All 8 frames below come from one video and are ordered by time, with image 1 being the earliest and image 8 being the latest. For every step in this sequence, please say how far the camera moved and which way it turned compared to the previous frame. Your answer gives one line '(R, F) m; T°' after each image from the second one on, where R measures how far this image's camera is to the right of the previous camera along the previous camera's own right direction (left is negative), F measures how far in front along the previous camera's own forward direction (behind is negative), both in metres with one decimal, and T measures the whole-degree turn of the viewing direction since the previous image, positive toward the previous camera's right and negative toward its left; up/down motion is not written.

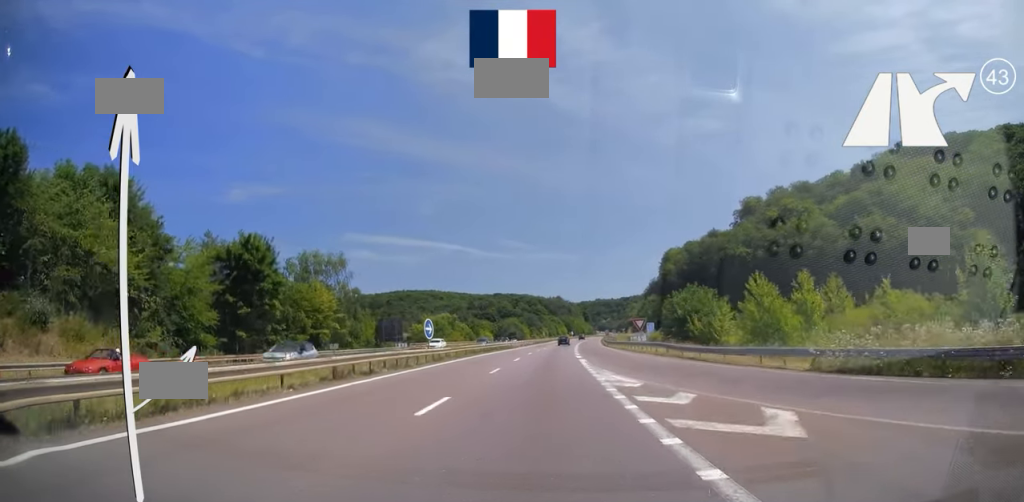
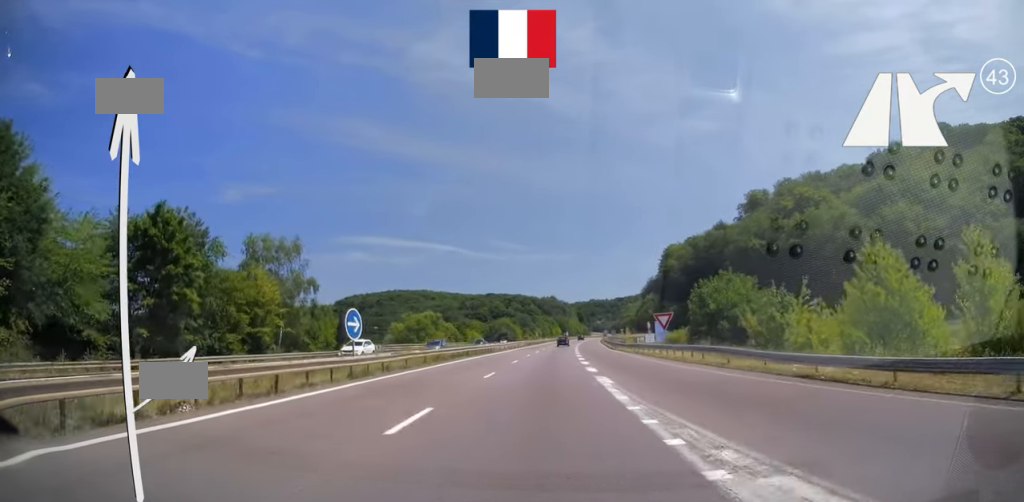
(+0.1, +14.3) m; 0°
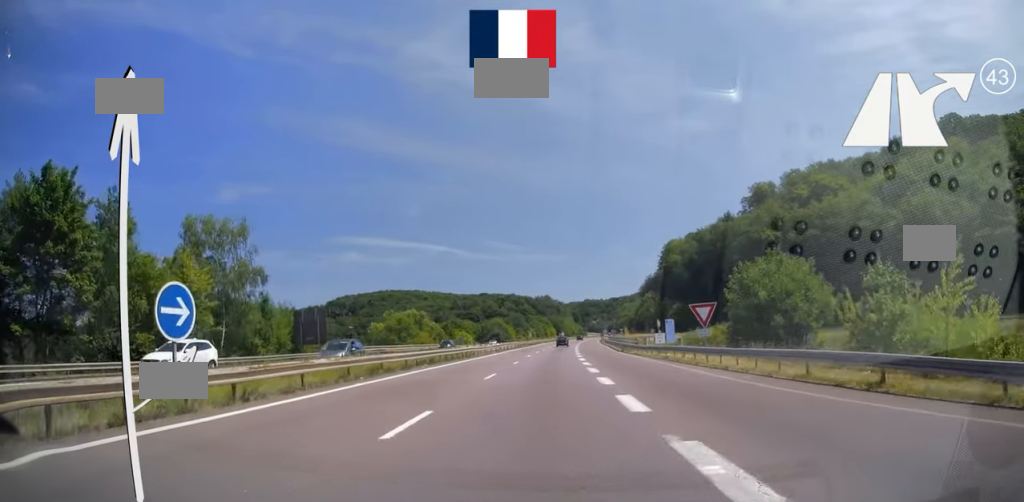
(-0.1, +12.3) m; 0°
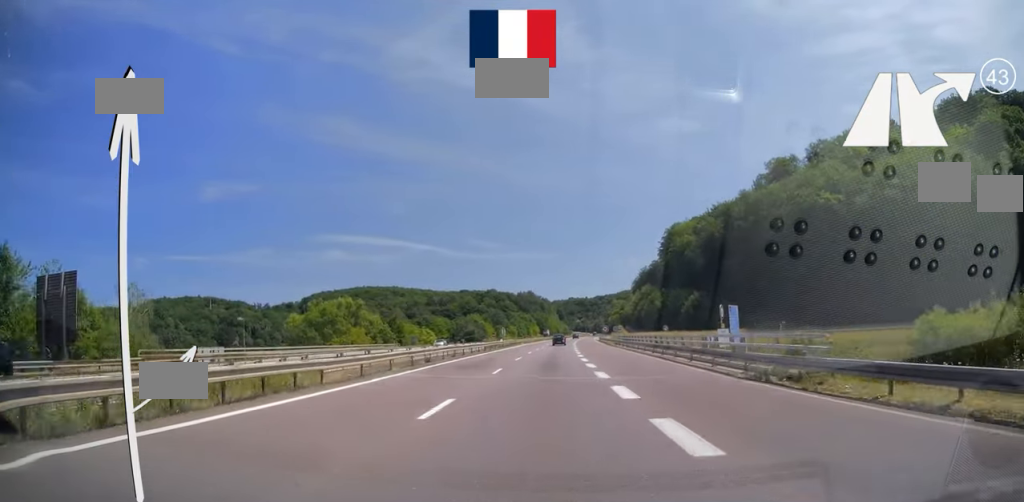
(+0.4, +34.4) m; +2°
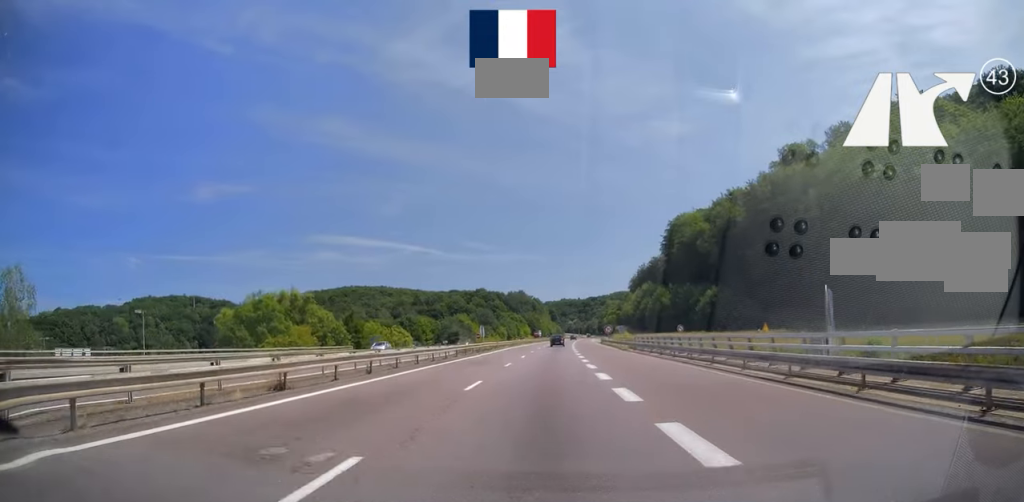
(+0.2, +18.7) m; +1°
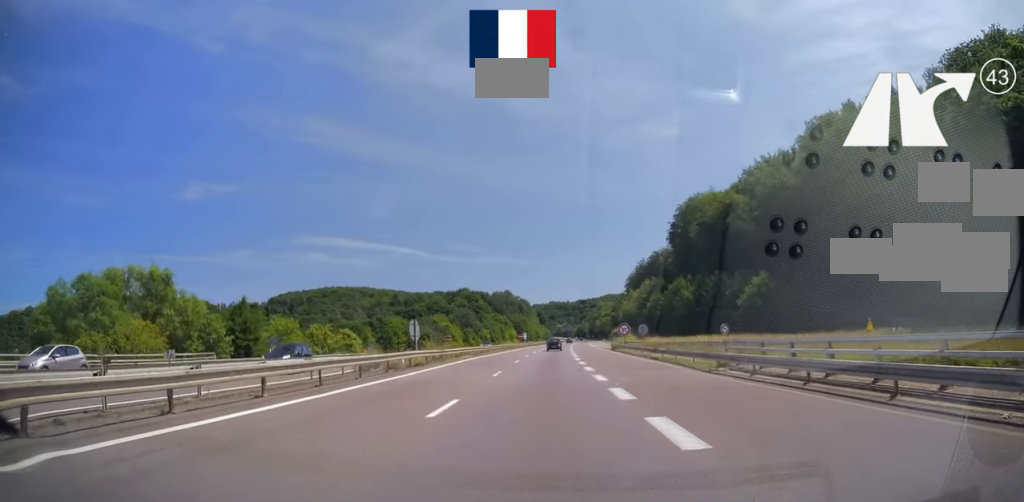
(+0.2, +29.1) m; +1°
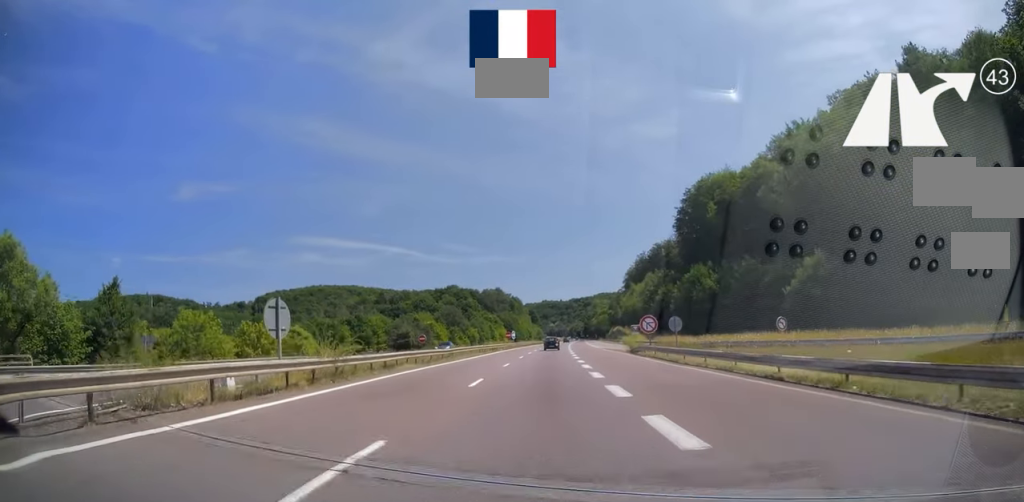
(-0.1, +18.2) m; +1°
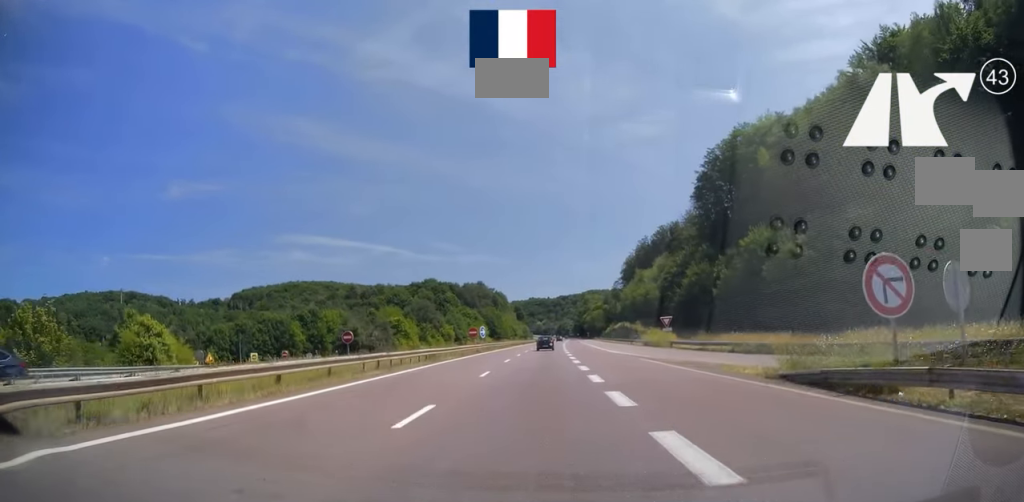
(+0.6, +32.0) m; +2°
